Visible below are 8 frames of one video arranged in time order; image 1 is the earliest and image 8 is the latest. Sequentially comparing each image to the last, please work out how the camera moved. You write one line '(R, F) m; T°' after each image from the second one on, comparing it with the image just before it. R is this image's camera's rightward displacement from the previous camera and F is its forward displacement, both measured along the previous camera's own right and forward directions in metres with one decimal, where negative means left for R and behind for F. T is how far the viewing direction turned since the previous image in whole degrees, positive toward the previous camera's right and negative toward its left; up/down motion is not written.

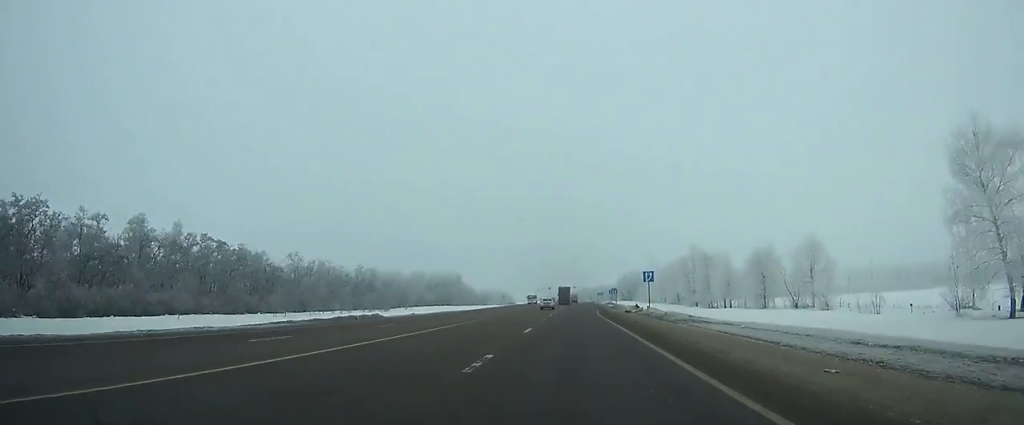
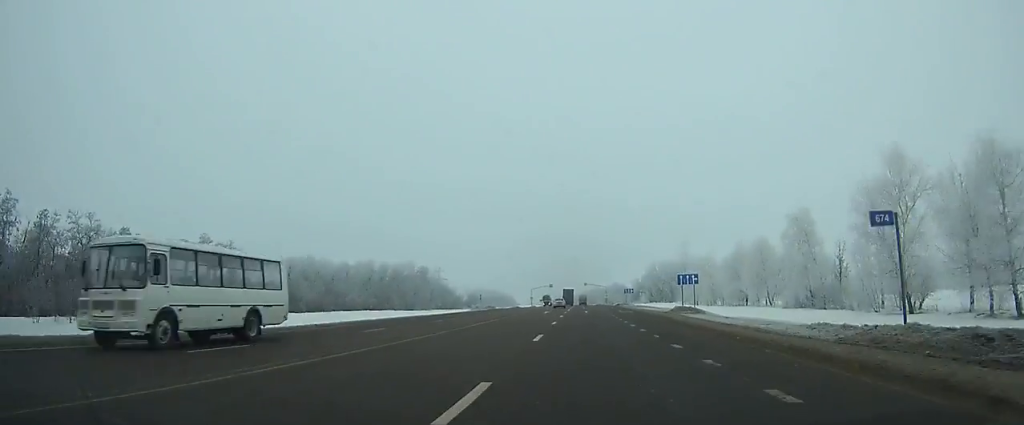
(-0.7, +77.6) m; -1°
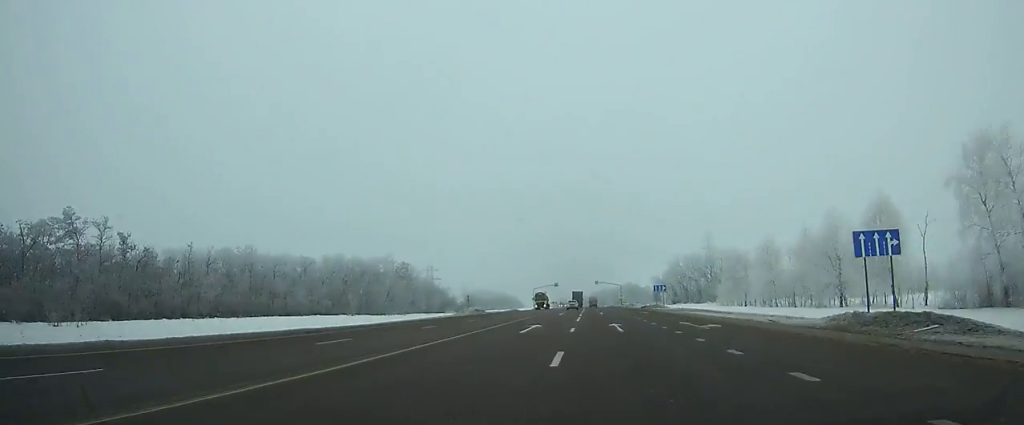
(-0.2, +31.3) m; 0°
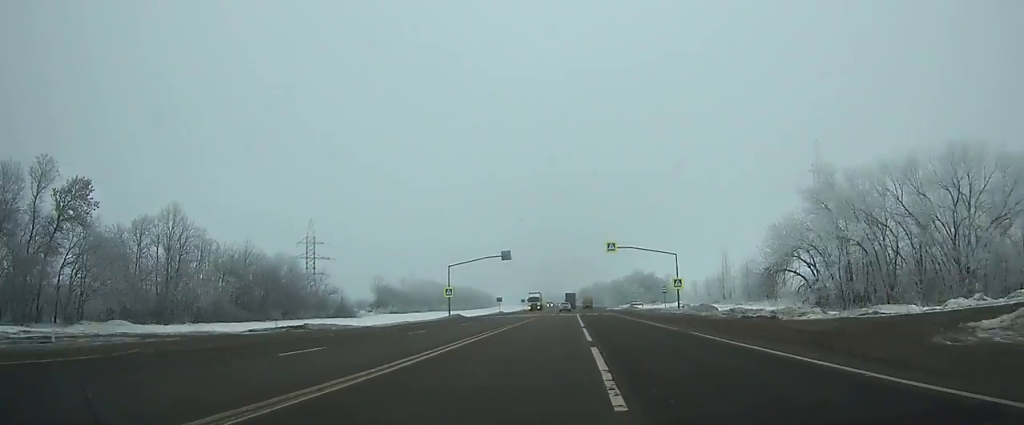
(+1.2, +114.2) m; +1°
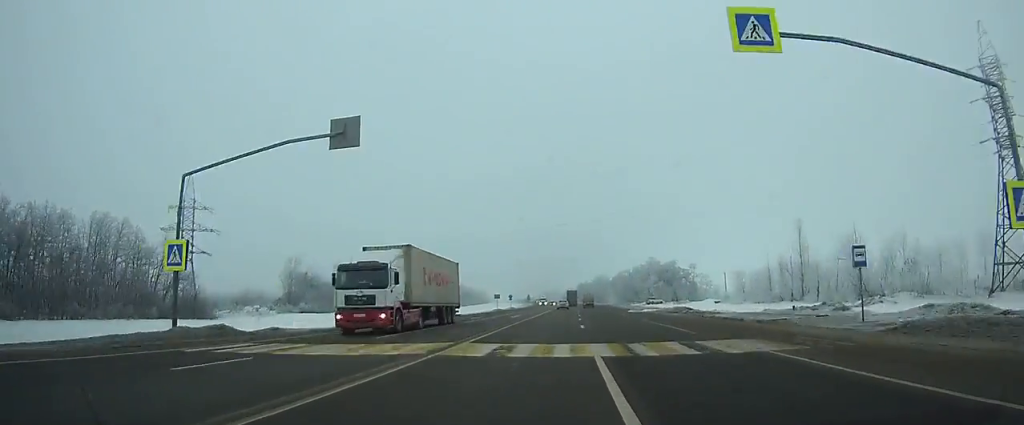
(+0.1, +53.0) m; 0°
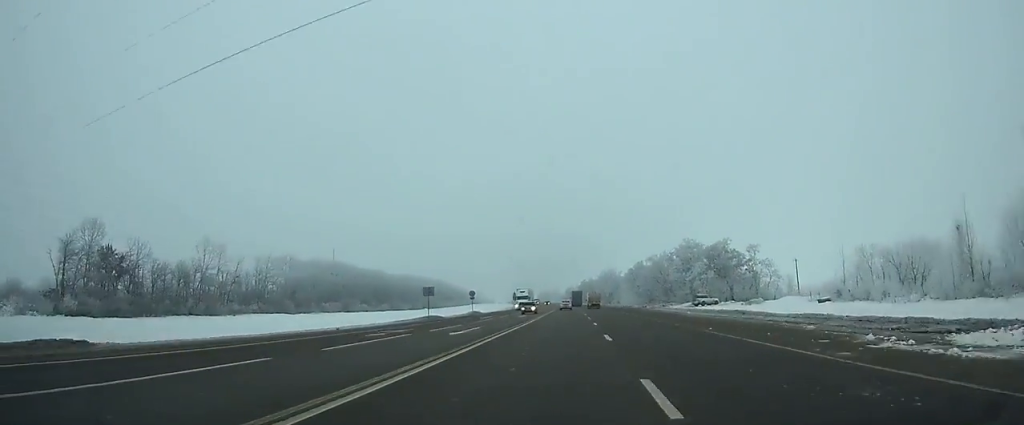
(+0.1, +57.9) m; 0°
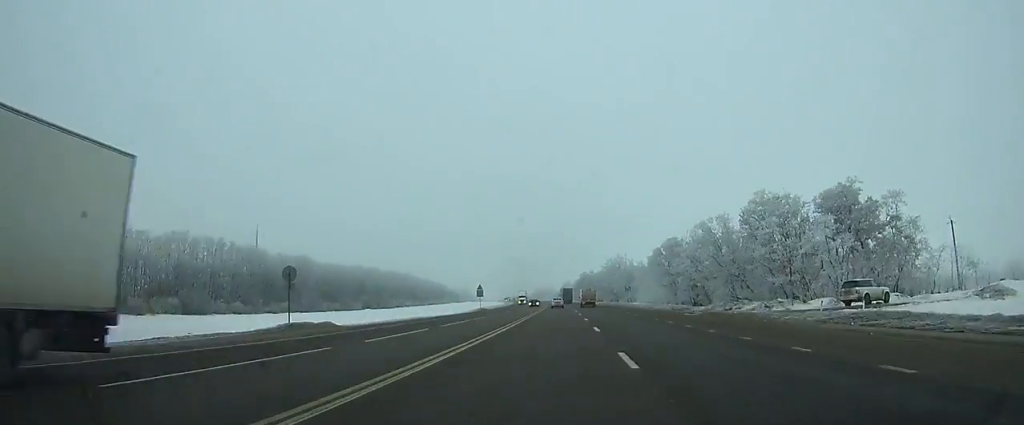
(-0.1, +56.1) m; -1°
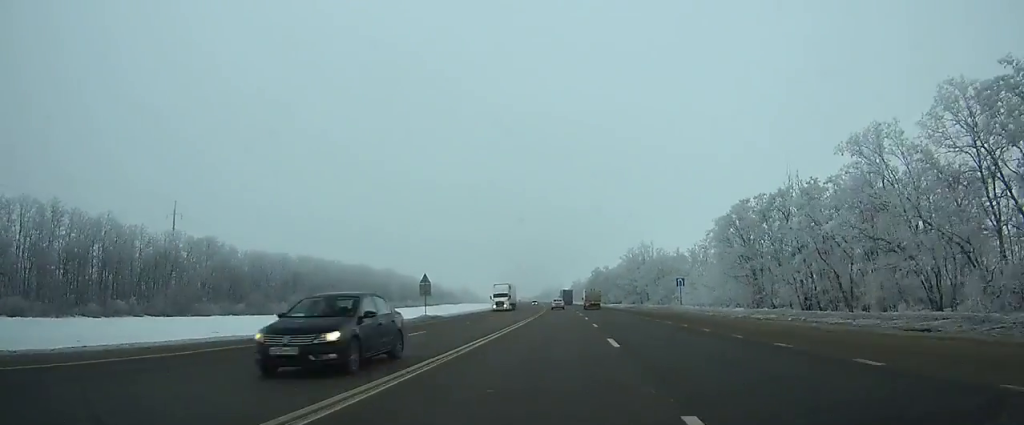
(-0.1, +42.8) m; -1°
